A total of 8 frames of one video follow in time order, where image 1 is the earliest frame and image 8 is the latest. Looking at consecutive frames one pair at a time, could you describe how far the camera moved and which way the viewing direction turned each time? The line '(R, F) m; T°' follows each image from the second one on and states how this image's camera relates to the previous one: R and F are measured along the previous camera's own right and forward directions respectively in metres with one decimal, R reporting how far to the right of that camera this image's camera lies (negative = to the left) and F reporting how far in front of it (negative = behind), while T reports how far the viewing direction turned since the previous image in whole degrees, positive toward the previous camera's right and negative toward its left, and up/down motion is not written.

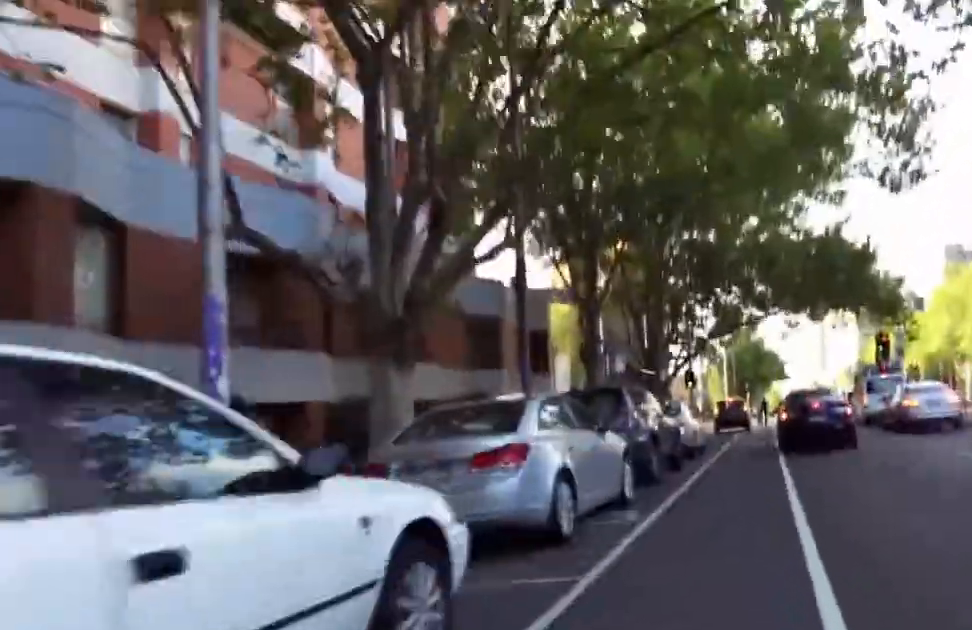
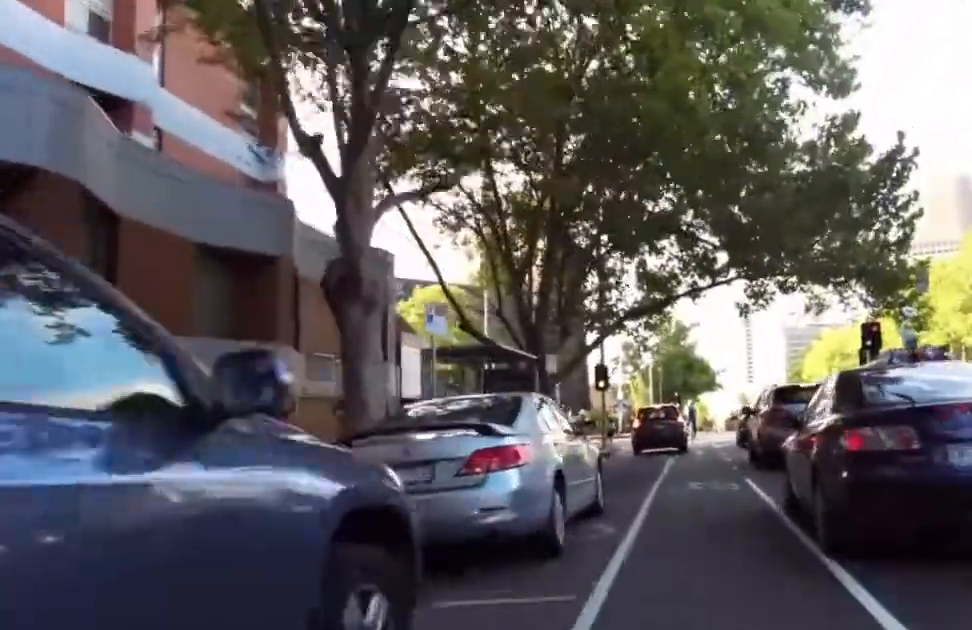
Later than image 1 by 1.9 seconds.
(+1.6, +11.9) m; +7°
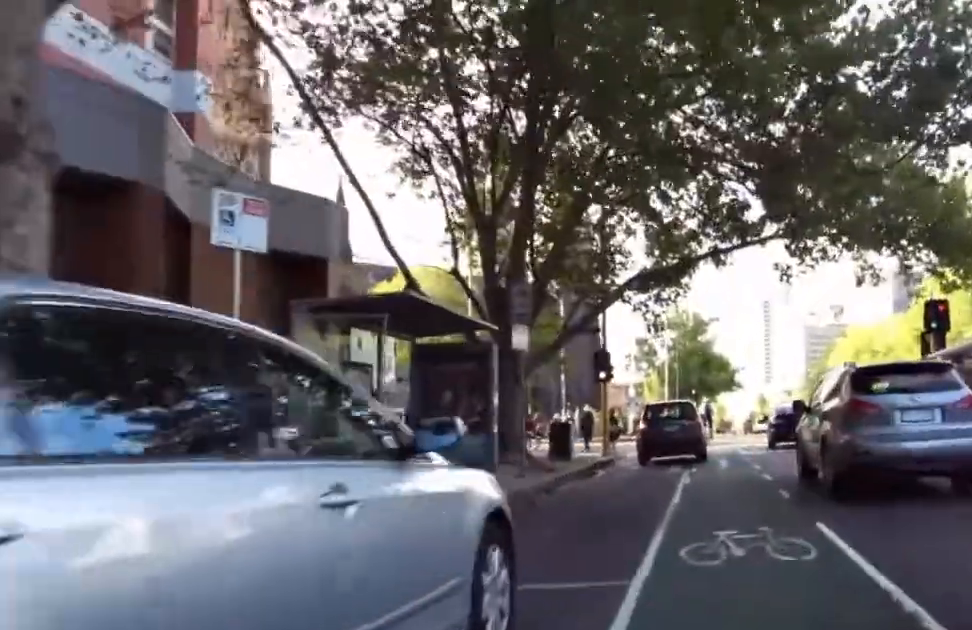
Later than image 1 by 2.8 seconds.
(-0.8, +5.3) m; 0°
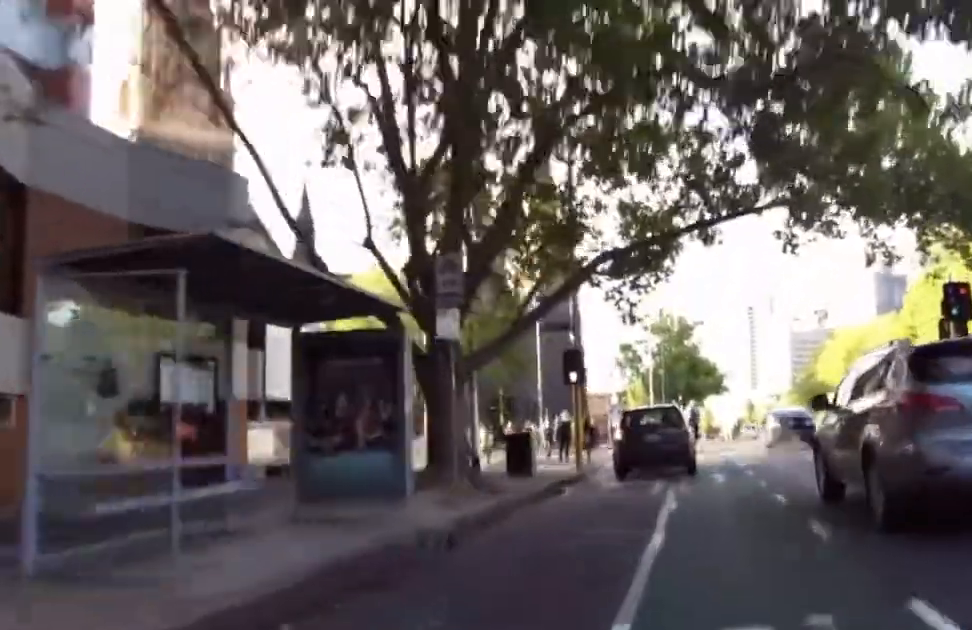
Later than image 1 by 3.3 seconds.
(+0.6, +3.2) m; 0°
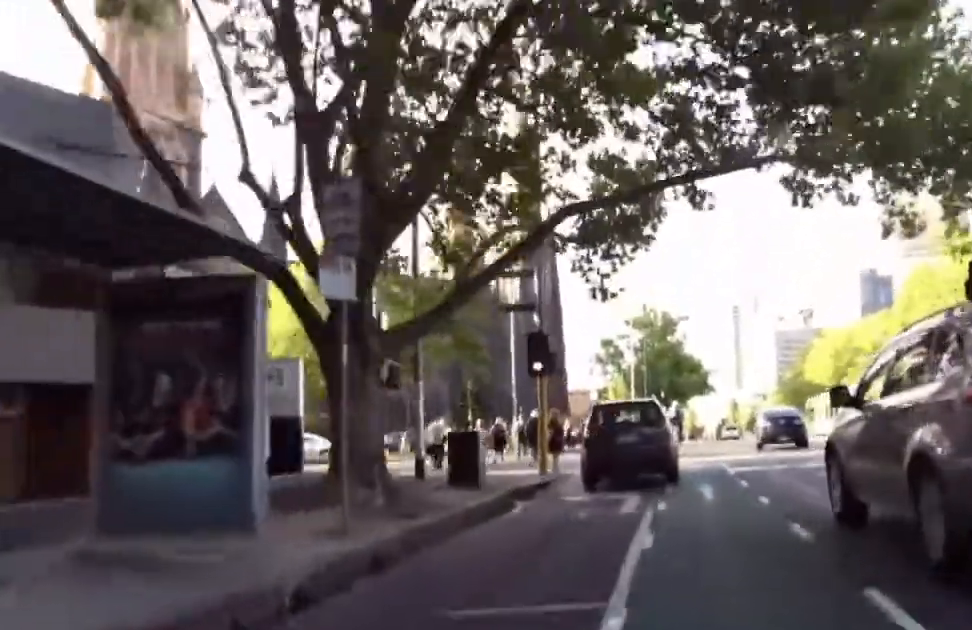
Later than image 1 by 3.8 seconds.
(+0.3, +2.8) m; -1°
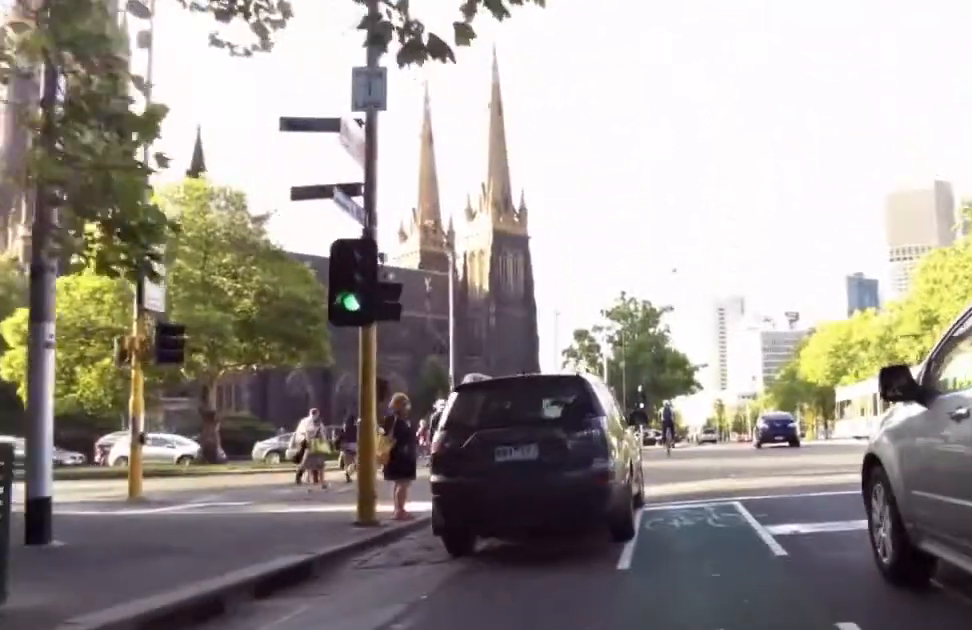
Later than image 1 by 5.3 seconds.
(-1.6, +9.3) m; -10°
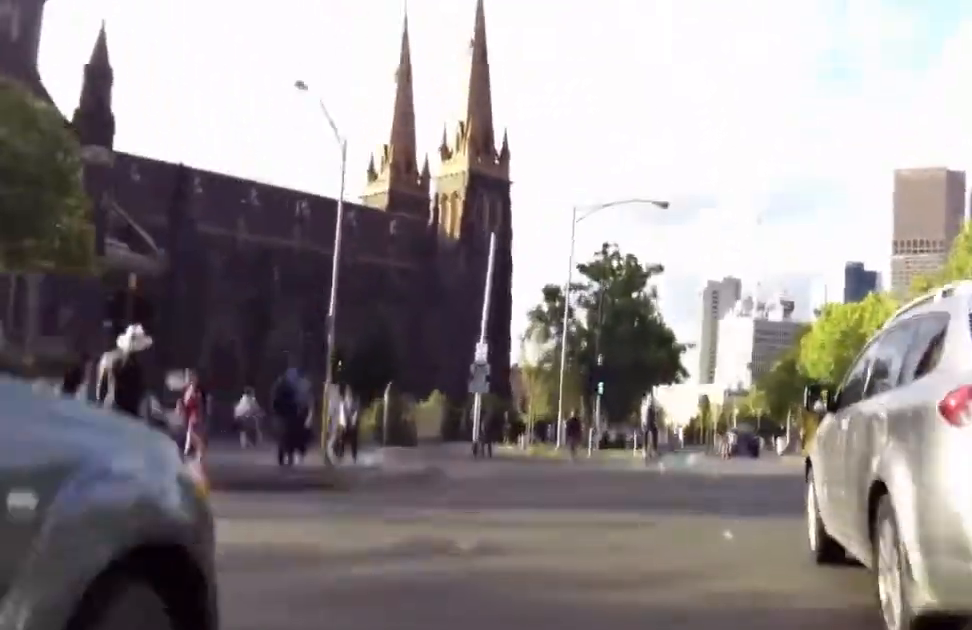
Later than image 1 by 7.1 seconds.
(-0.1, +12.6) m; 0°
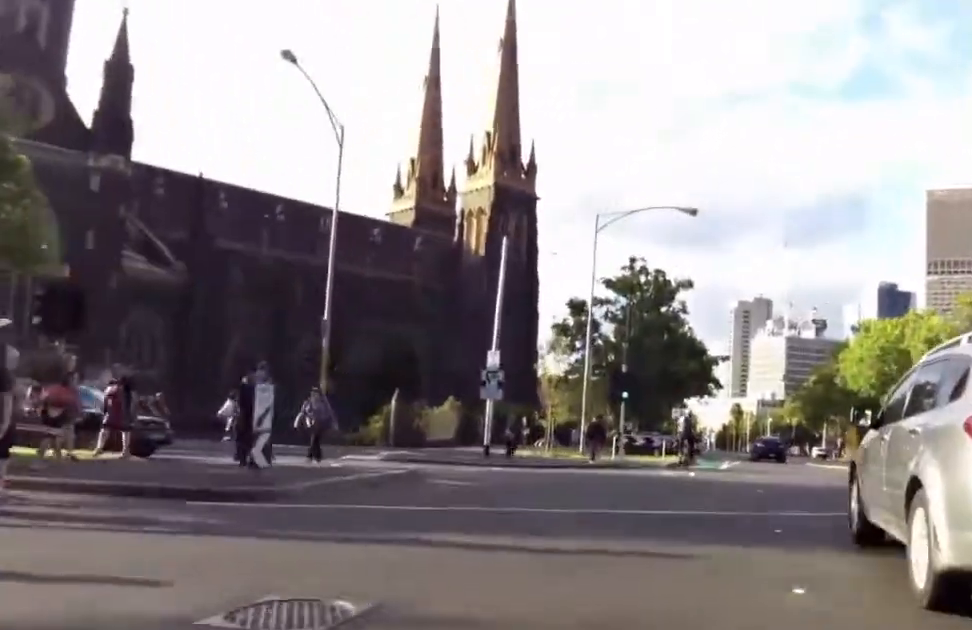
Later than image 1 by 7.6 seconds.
(0.0, +3.5) m; 0°
